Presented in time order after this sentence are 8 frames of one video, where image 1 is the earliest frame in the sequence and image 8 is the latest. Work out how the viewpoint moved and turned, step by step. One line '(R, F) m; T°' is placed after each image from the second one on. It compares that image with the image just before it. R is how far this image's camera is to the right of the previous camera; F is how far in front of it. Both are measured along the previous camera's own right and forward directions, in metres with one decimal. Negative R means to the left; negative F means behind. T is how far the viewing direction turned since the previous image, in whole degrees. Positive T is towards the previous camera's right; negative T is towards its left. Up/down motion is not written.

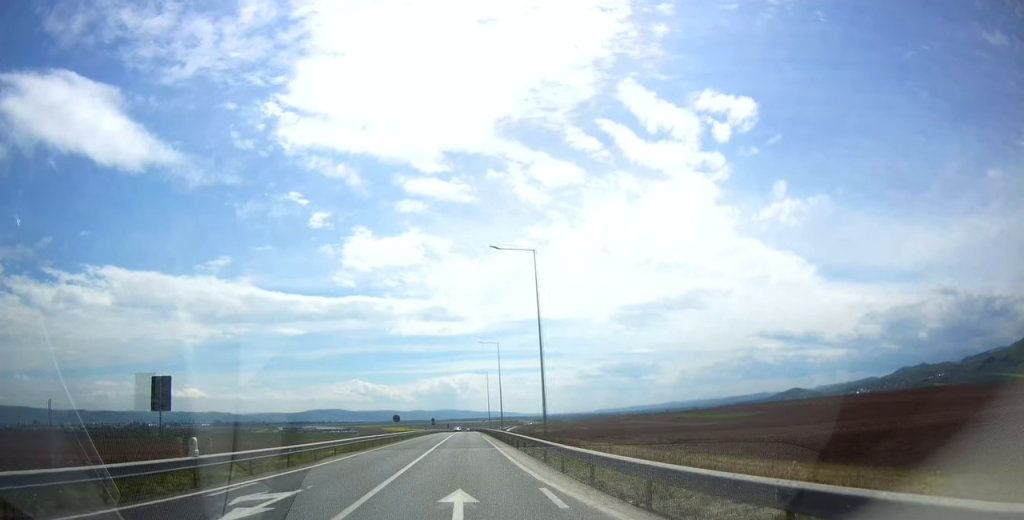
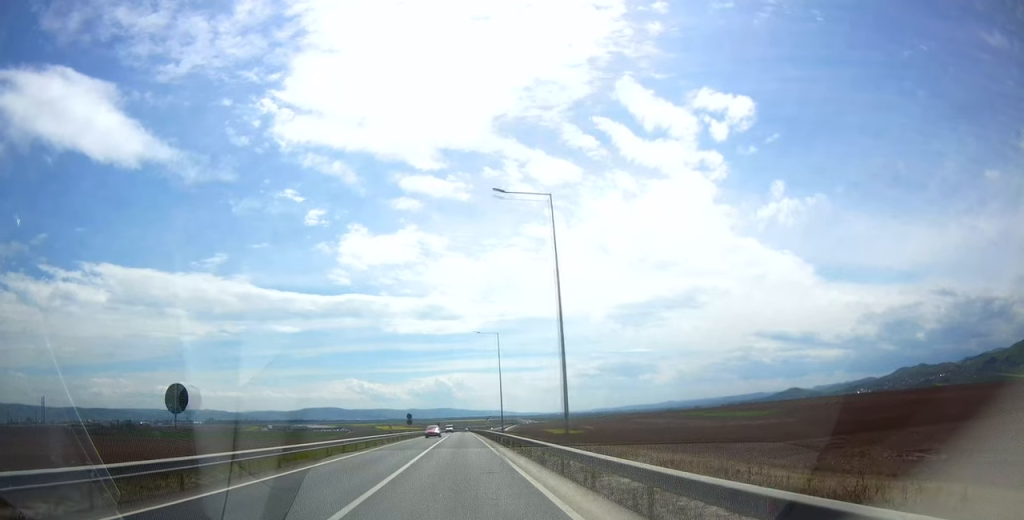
(+0.7, +48.5) m; +1°
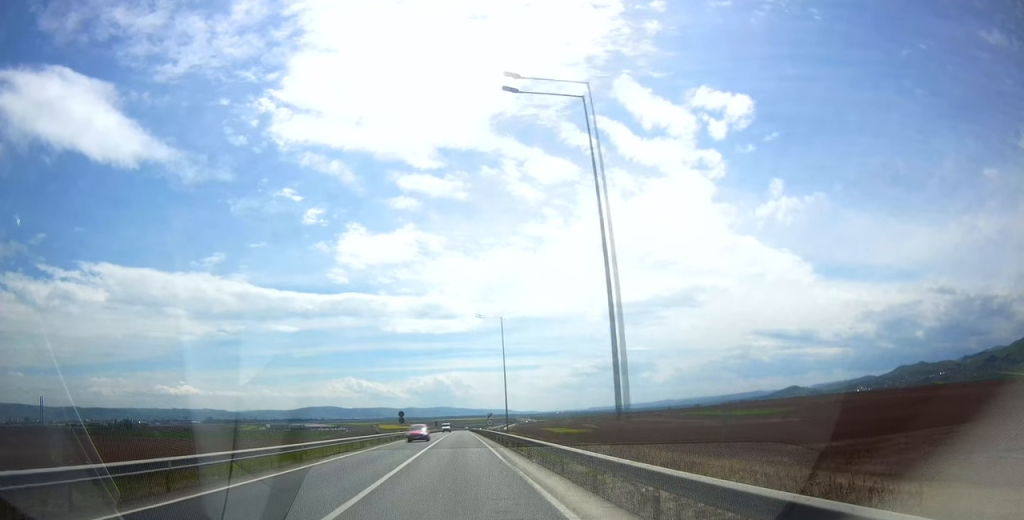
(0.0, +9.1) m; 0°
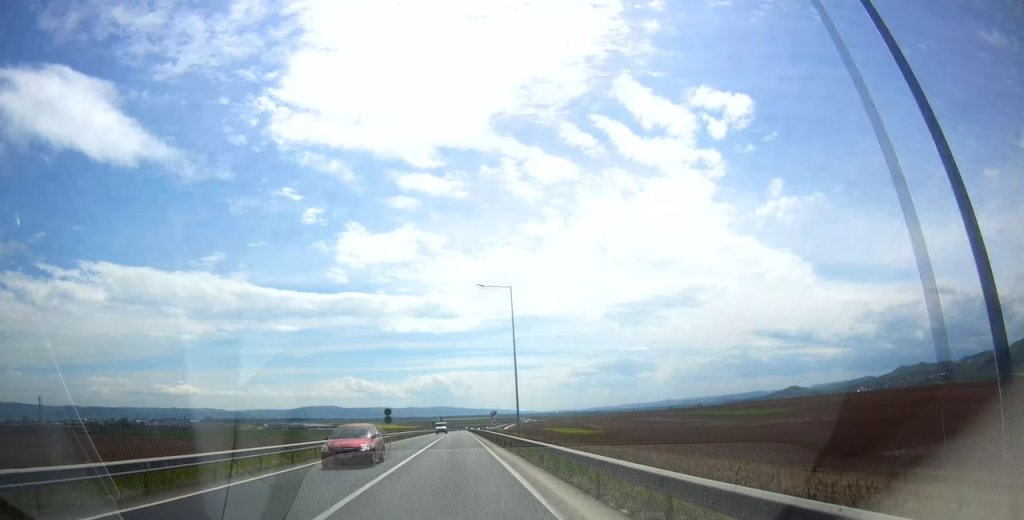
(0.0, +12.4) m; 0°
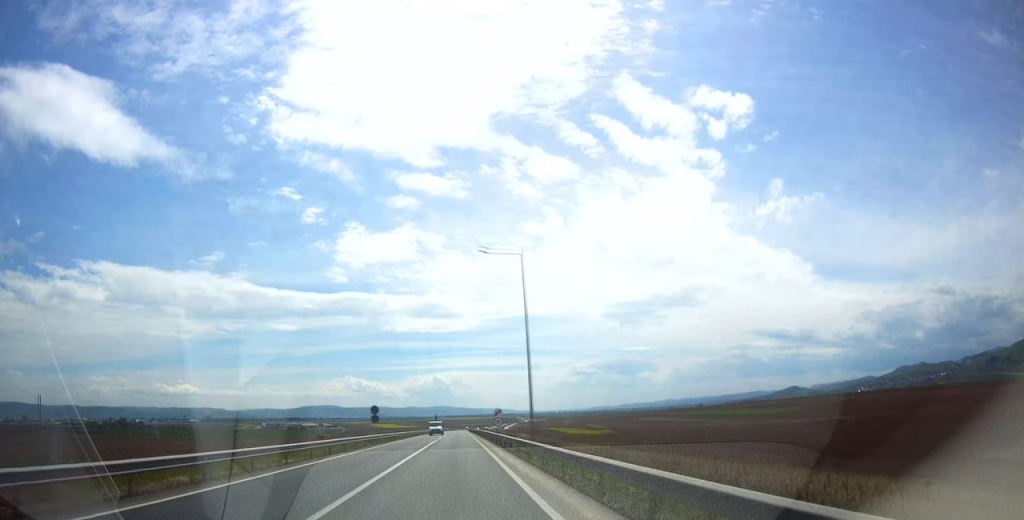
(0.0, +9.1) m; 0°
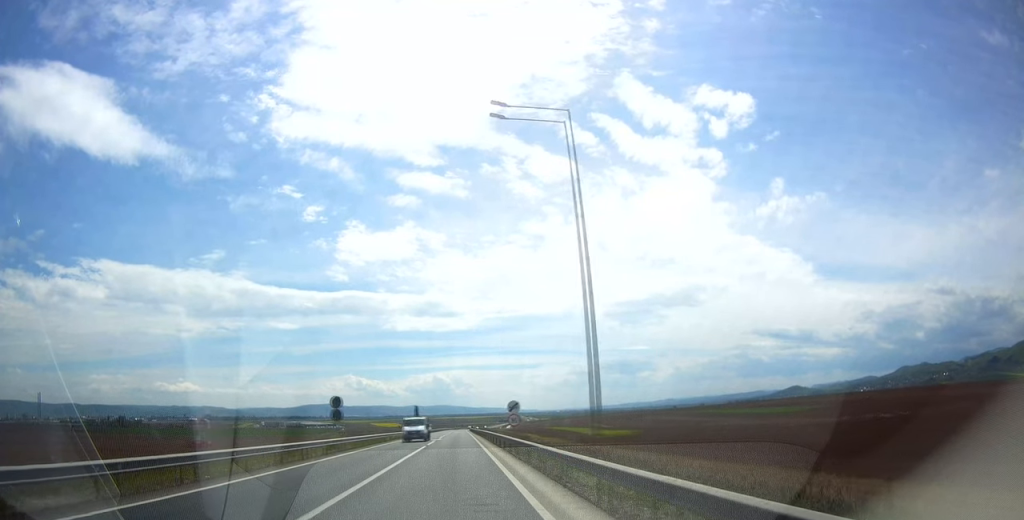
(+0.1, +16.4) m; 0°
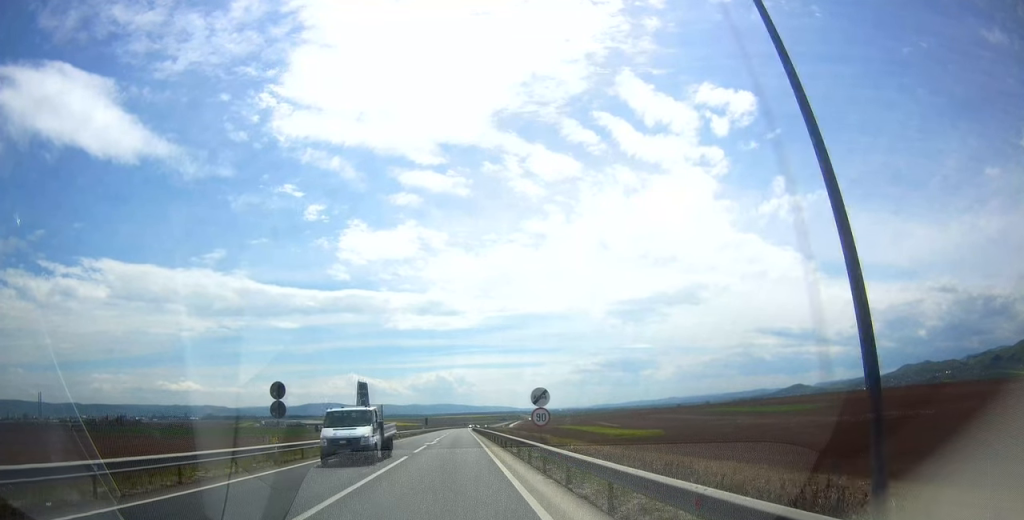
(+0.2, +12.3) m; 0°
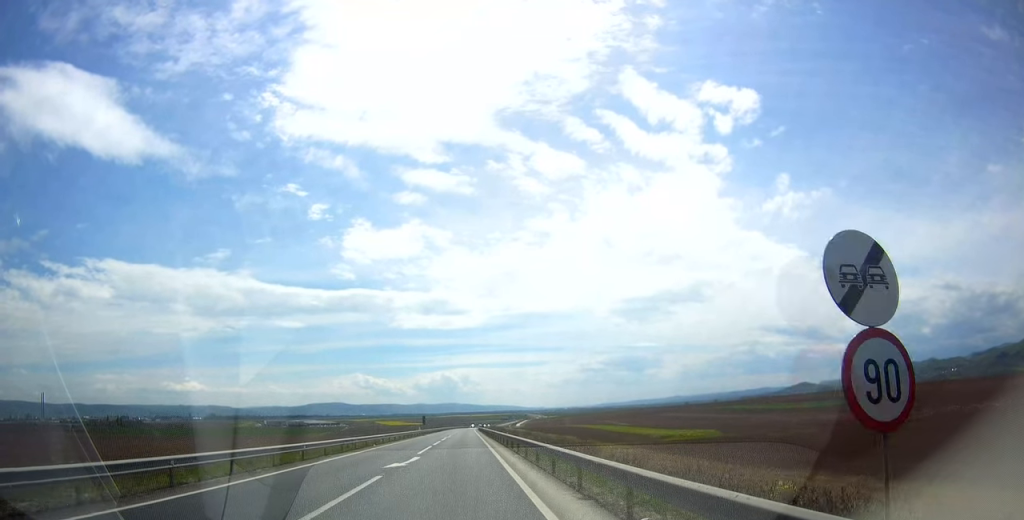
(-0.3, +20.5) m; -2°
